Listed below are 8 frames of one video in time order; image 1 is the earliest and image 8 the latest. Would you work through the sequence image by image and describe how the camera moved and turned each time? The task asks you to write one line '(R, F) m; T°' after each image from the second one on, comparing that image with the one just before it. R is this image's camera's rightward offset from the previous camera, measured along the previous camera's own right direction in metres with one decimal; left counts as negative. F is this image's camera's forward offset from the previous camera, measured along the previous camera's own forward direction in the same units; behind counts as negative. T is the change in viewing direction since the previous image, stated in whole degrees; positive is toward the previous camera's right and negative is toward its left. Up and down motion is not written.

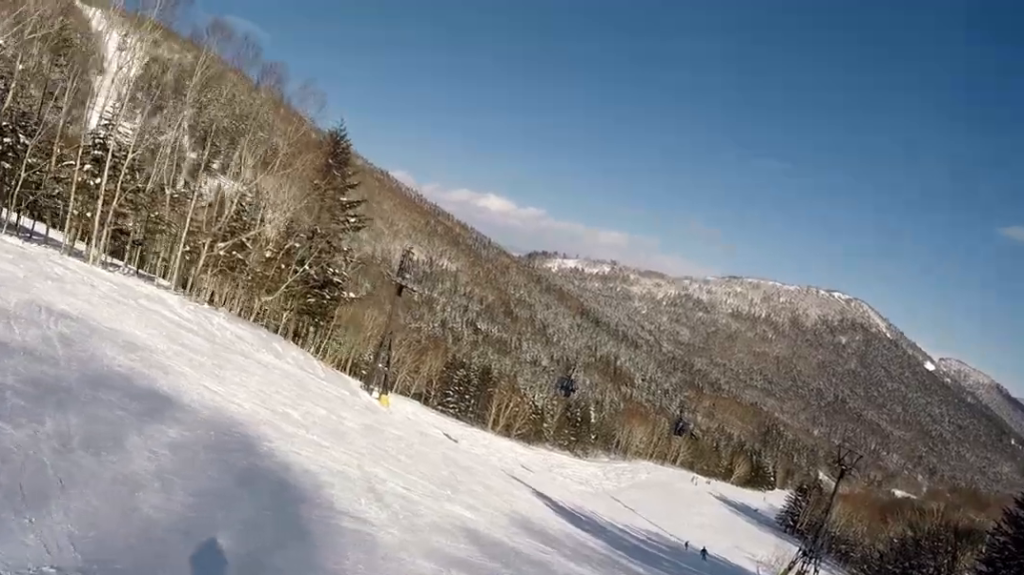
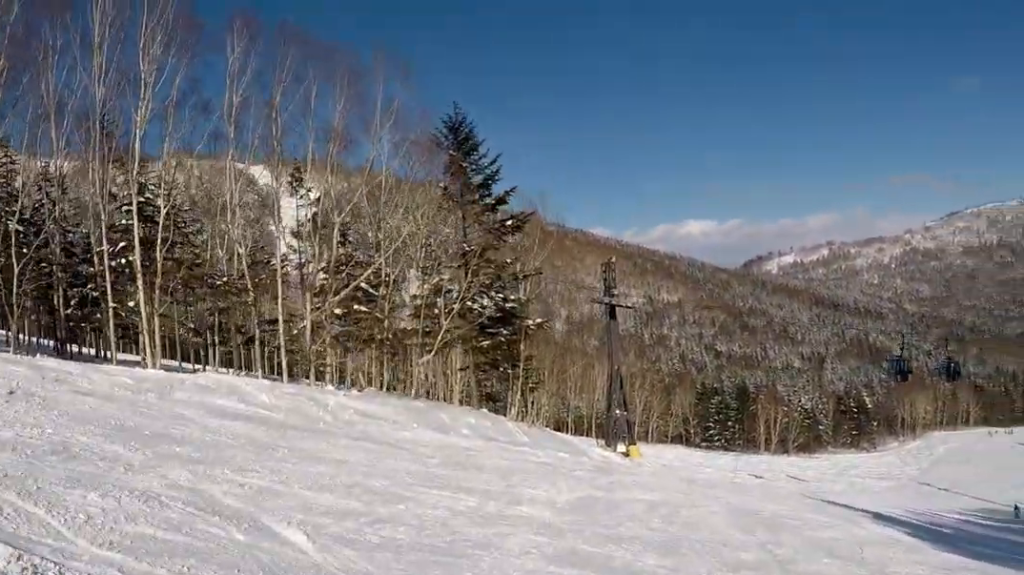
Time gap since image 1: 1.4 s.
(-1.2, +11.0) m; +6°
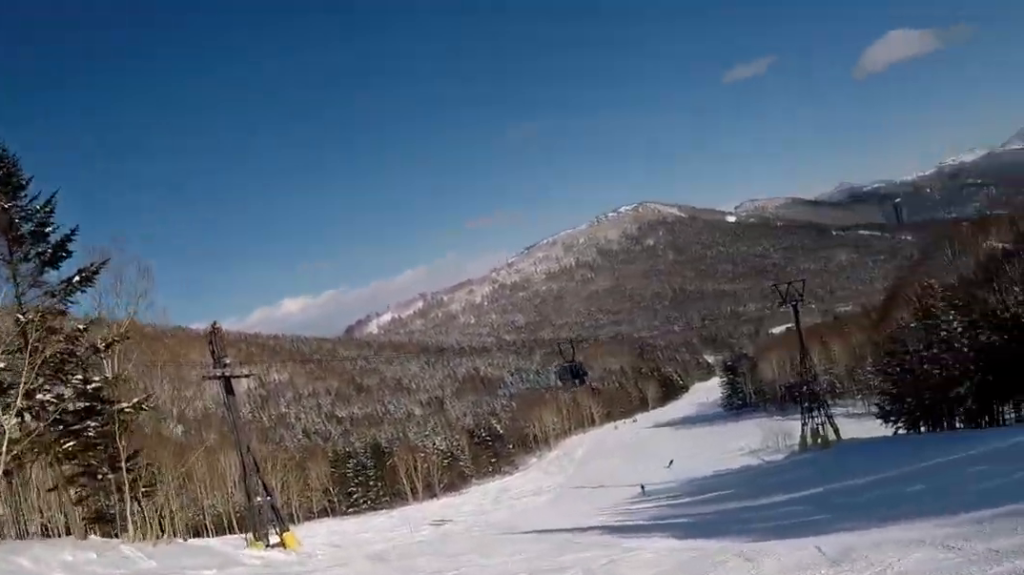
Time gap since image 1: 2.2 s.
(+0.9, +6.9) m; +12°
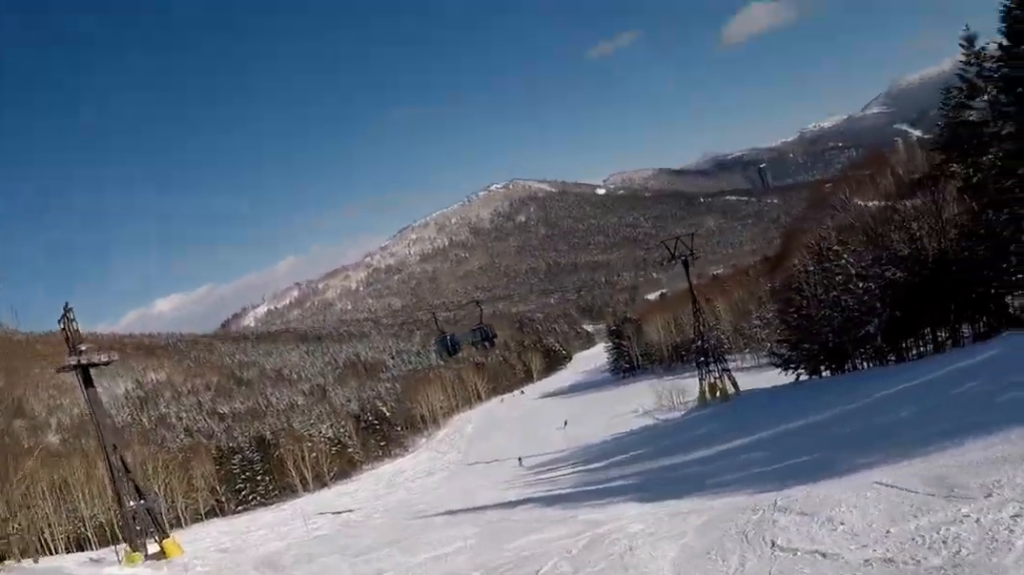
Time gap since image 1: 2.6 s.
(0.0, +4.4) m; +6°
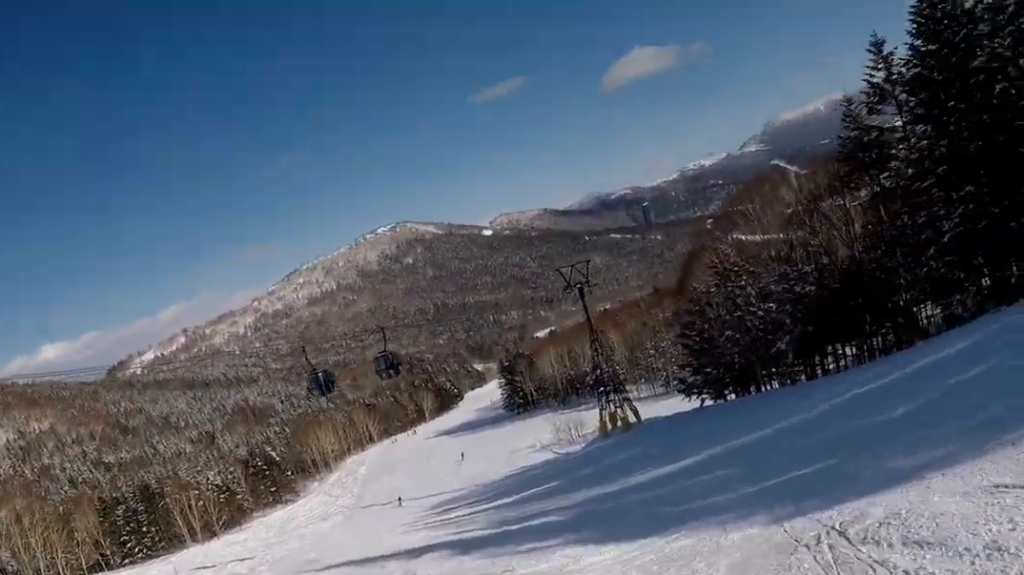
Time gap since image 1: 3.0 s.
(+0.1, +4.0) m; +3°
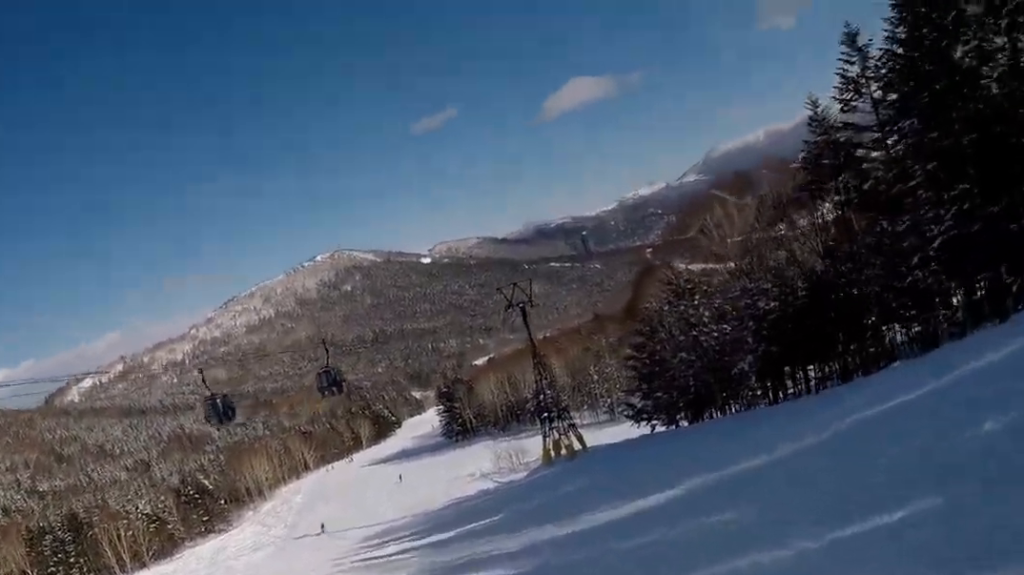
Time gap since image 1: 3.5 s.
(+0.7, +4.9) m; 0°
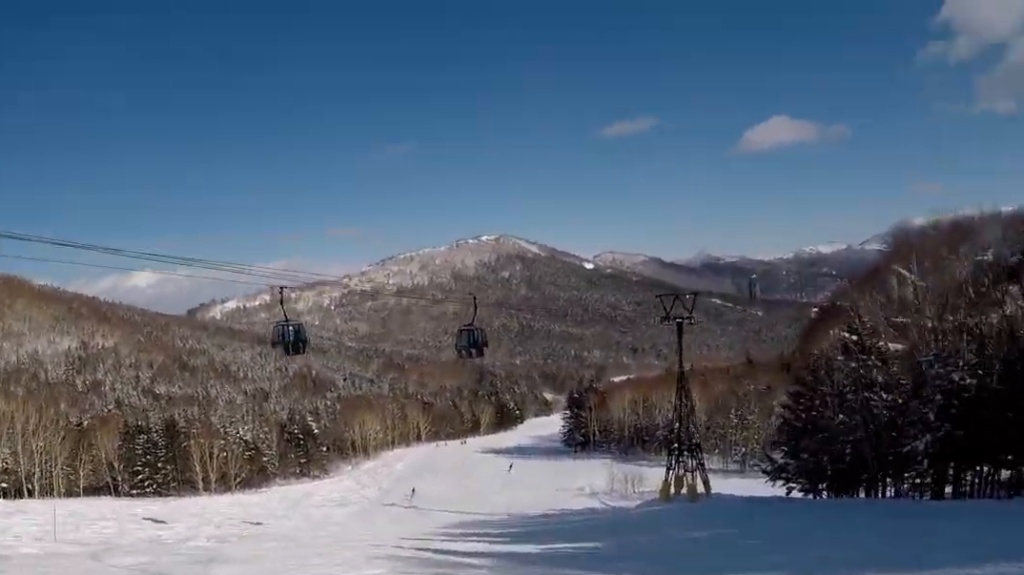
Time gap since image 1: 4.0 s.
(+0.3, +5.7) m; -3°
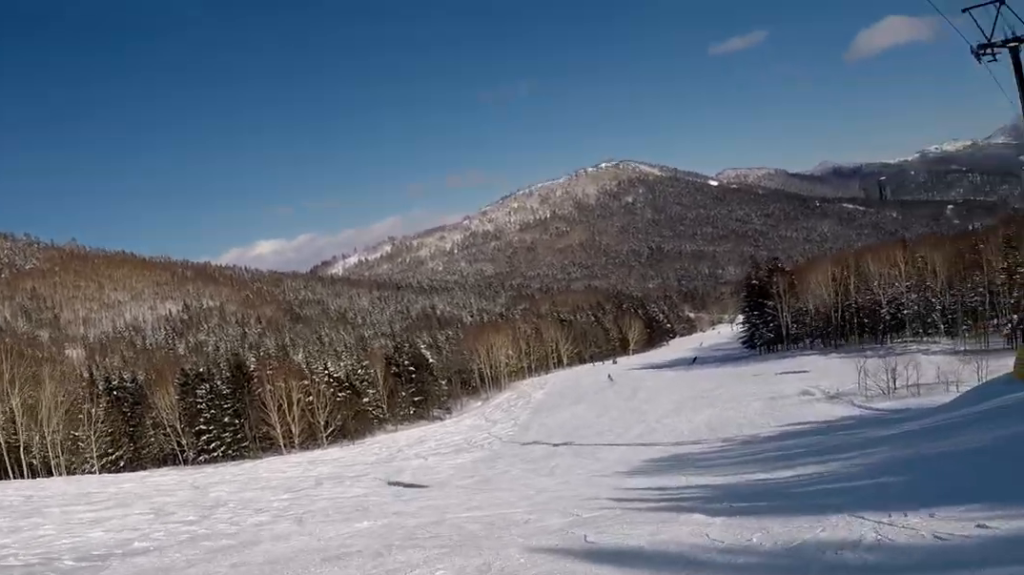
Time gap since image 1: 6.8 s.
(-5.6, +32.9) m; +3°
